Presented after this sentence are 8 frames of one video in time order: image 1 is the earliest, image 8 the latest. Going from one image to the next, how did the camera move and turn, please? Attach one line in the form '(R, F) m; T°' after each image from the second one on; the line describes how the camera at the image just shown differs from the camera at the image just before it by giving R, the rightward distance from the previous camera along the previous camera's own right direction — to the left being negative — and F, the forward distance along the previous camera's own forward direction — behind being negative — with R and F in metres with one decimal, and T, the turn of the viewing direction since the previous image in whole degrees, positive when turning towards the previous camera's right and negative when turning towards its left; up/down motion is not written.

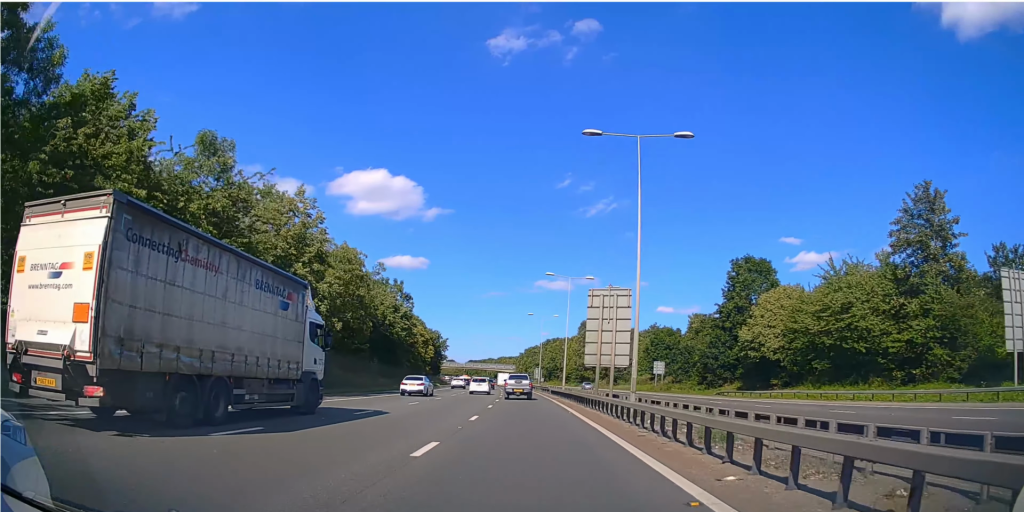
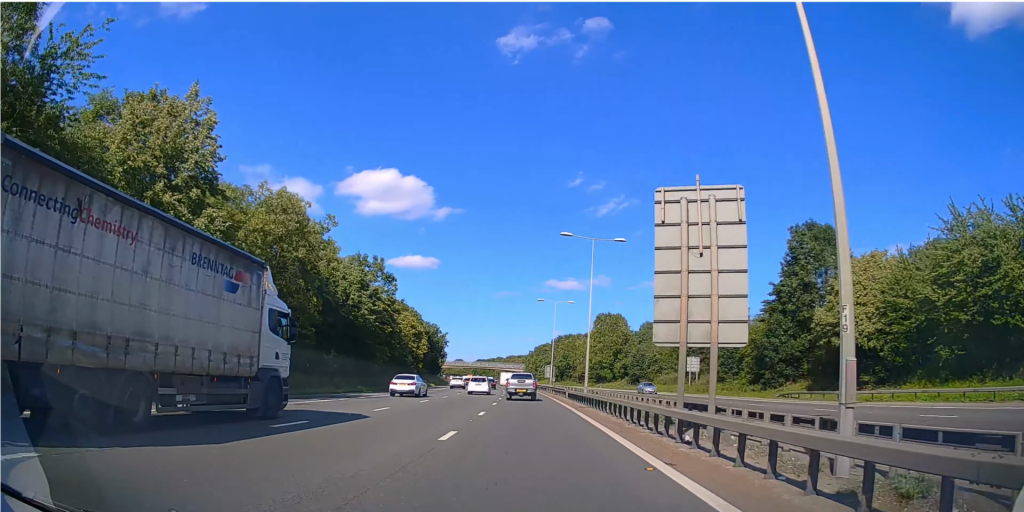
(-0.1, +15.7) m; 0°
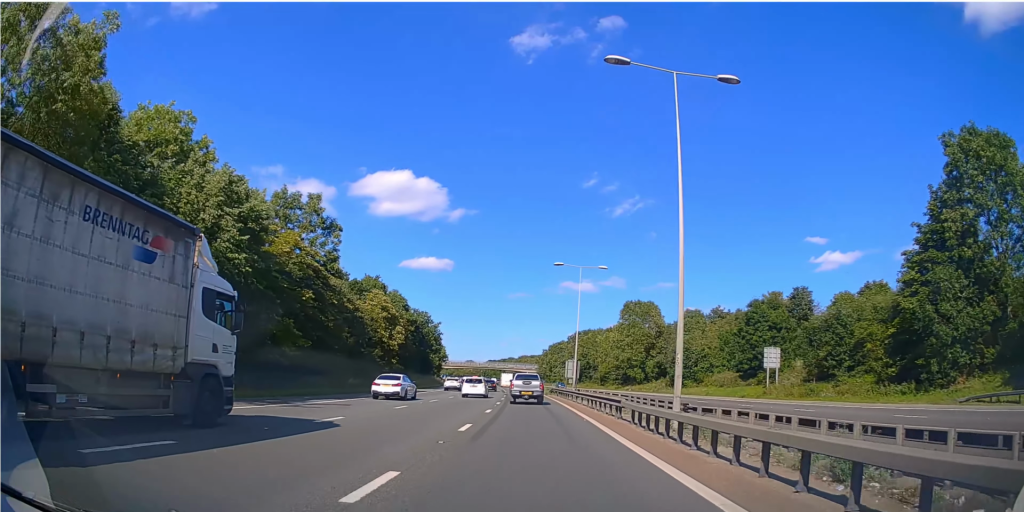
(-0.4, +25.5) m; -1°
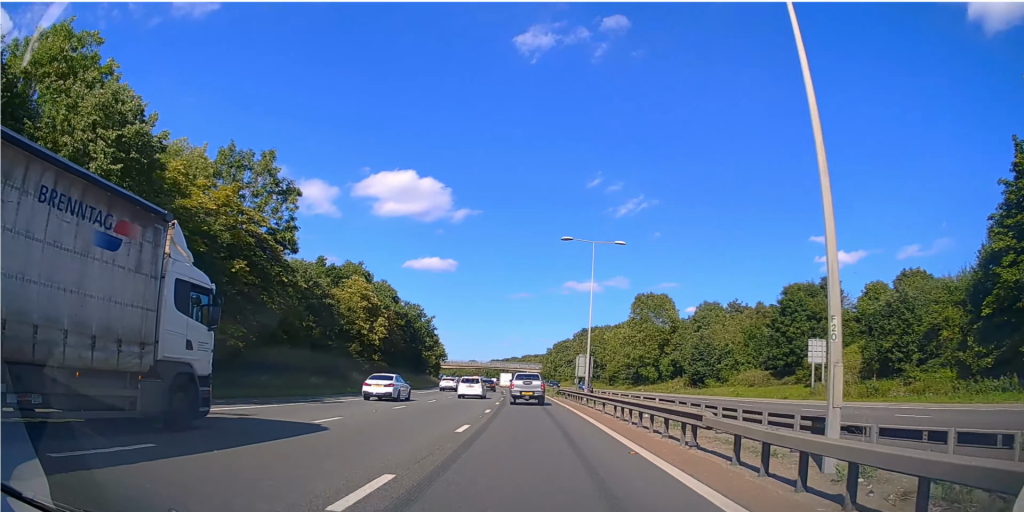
(+0.1, +9.7) m; 0°
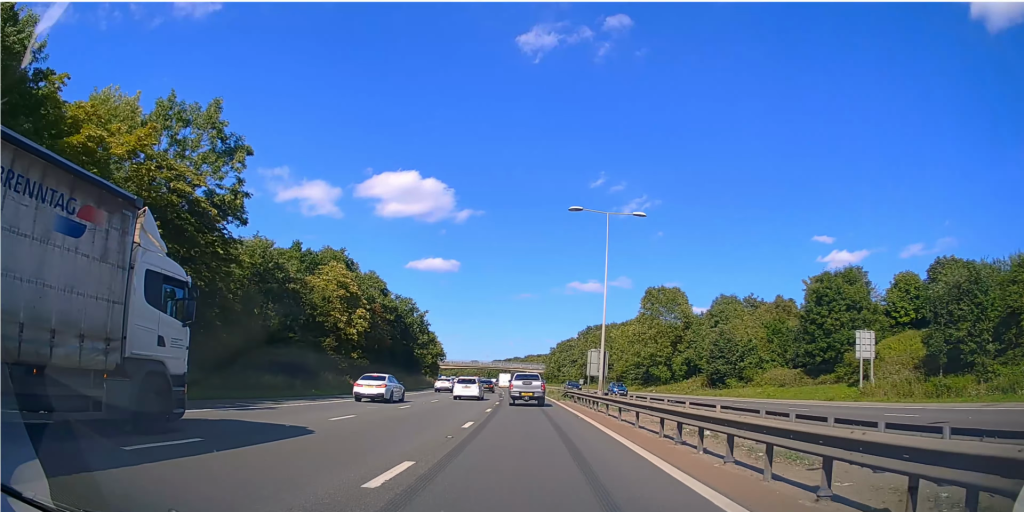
(+0.3, +8.0) m; 0°
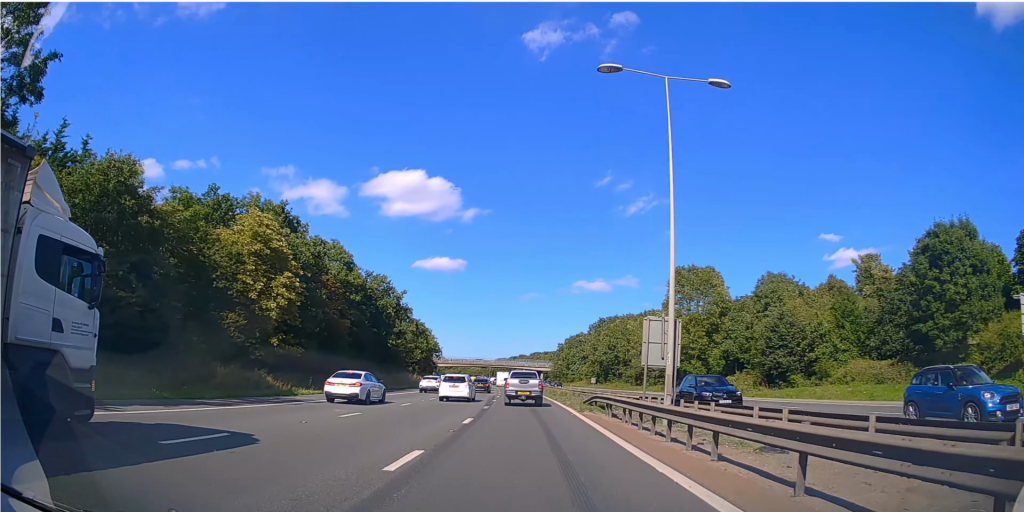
(-0.6, +17.1) m; -2°
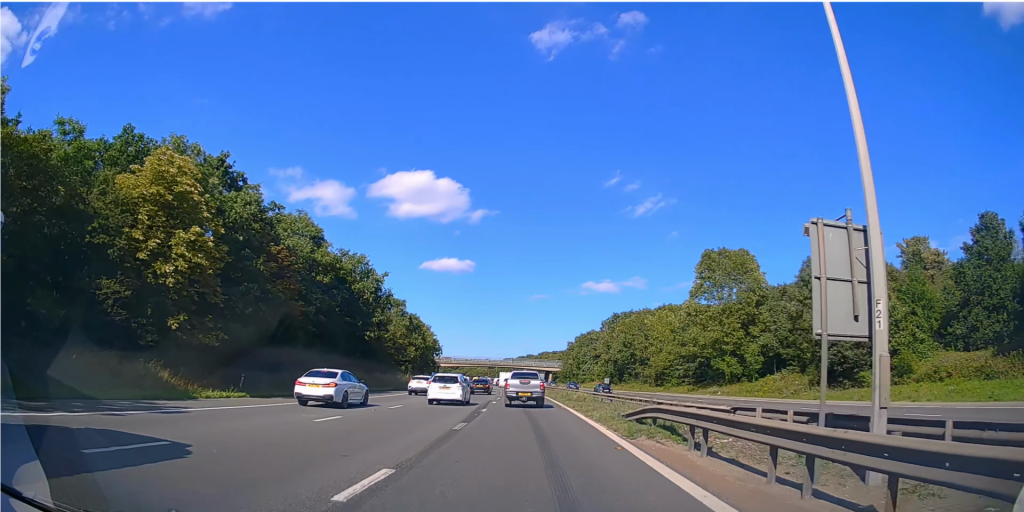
(0.0, +11.7) m; 0°
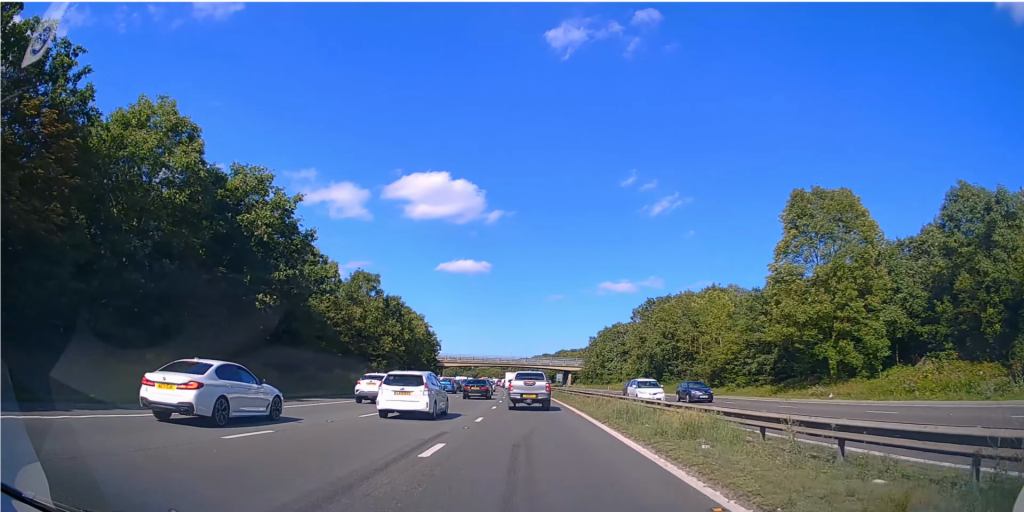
(-0.1, +24.1) m; -2°
